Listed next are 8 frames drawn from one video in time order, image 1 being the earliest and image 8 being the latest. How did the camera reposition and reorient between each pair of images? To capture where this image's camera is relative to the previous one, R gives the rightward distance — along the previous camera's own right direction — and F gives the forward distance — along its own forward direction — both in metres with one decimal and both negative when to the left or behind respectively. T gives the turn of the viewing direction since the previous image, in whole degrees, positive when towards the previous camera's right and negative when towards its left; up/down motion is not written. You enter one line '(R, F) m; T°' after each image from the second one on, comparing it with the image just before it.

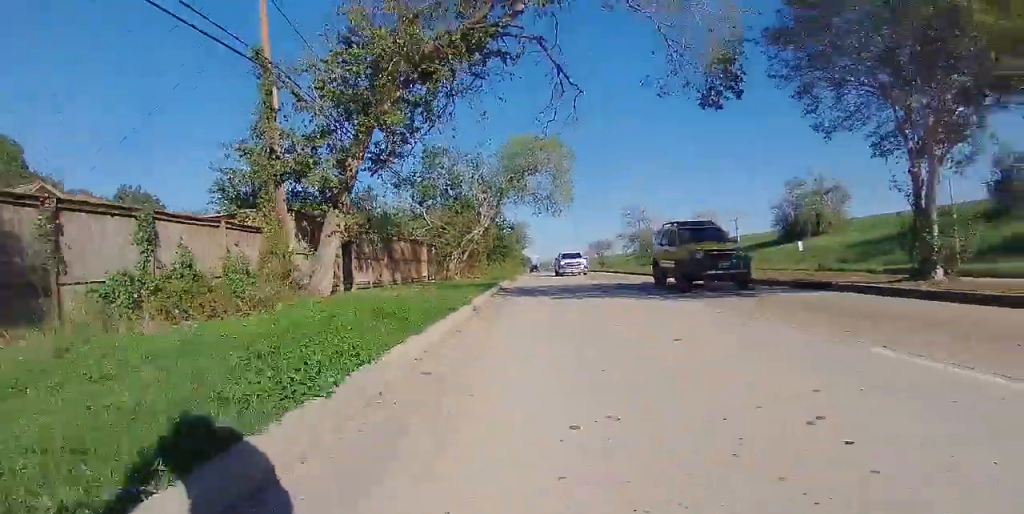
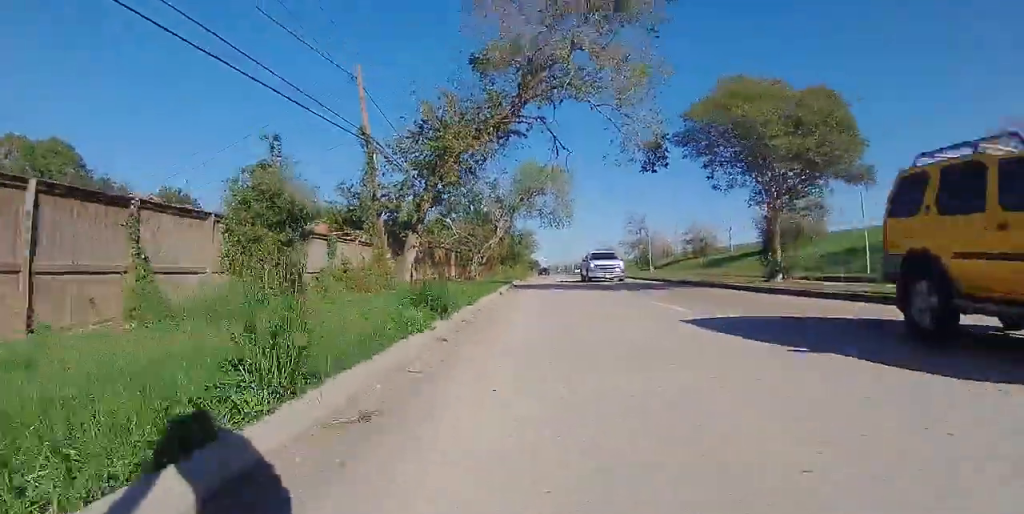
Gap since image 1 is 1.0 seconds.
(-0.2, +8.4) m; 0°
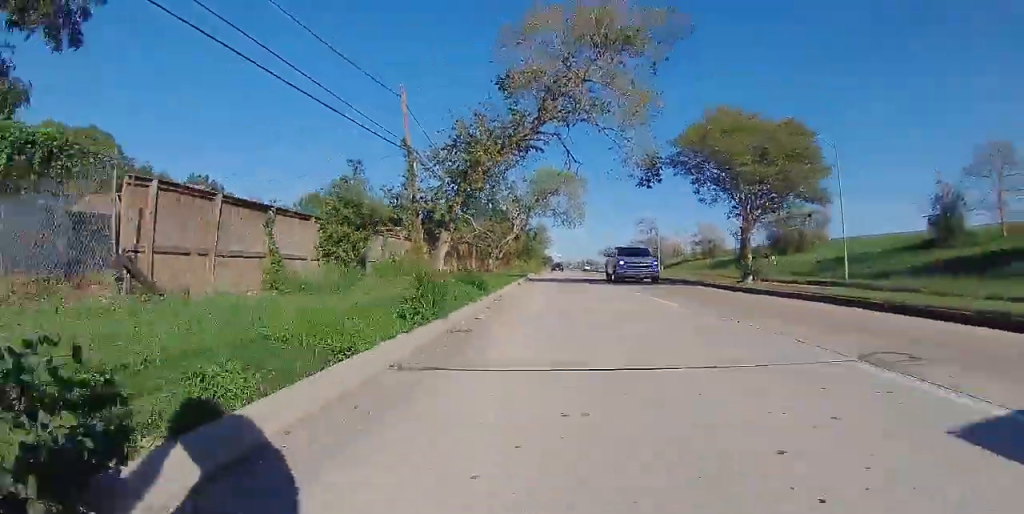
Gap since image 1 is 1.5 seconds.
(0.0, +4.1) m; +1°
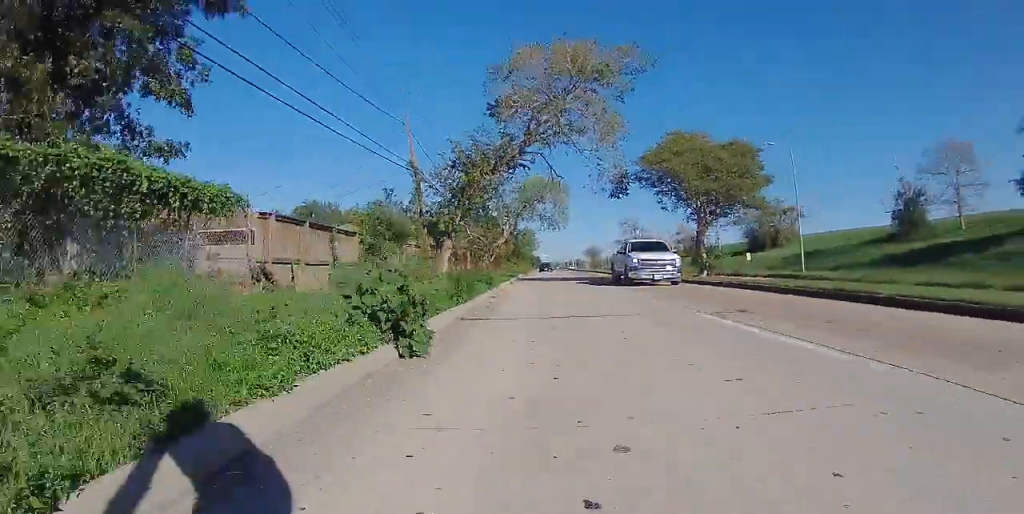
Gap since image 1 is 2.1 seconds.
(+0.2, +4.6) m; 0°
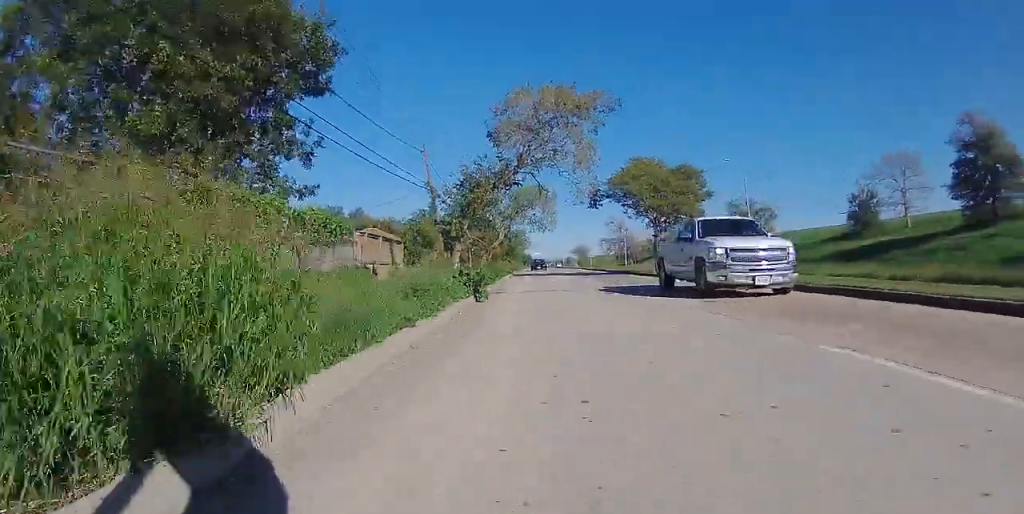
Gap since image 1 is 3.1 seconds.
(-0.2, +7.9) m; +1°
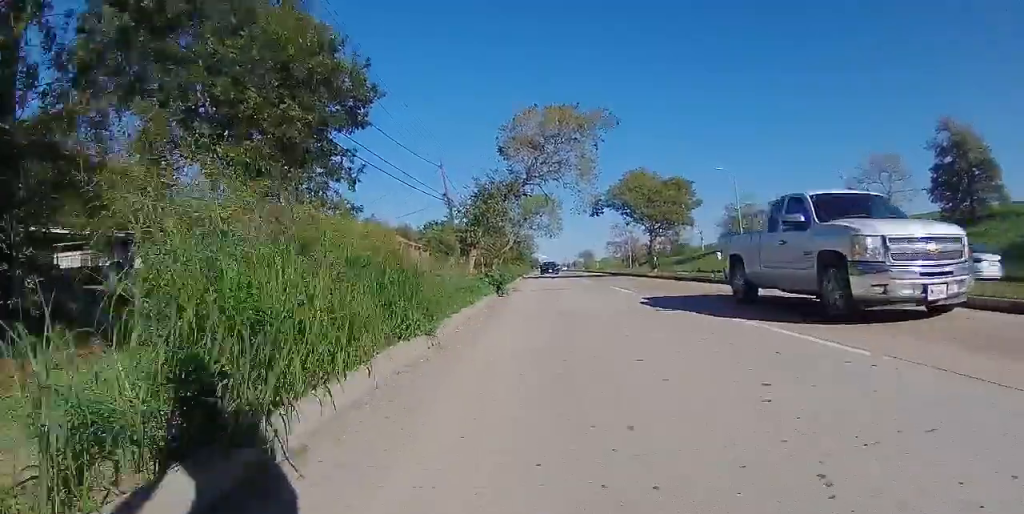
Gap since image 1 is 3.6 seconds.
(0.0, +4.1) m; +1°
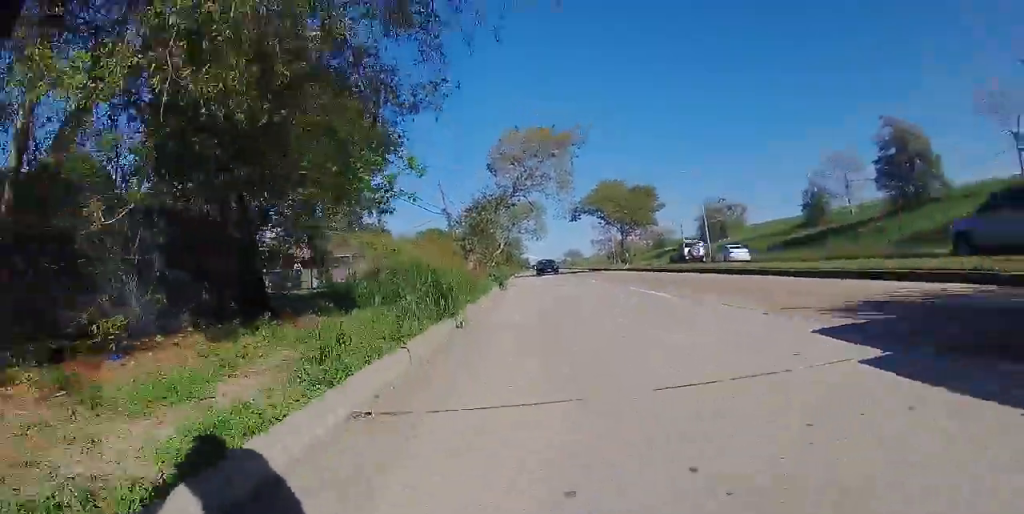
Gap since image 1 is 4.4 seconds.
(+0.4, +6.8) m; +2°
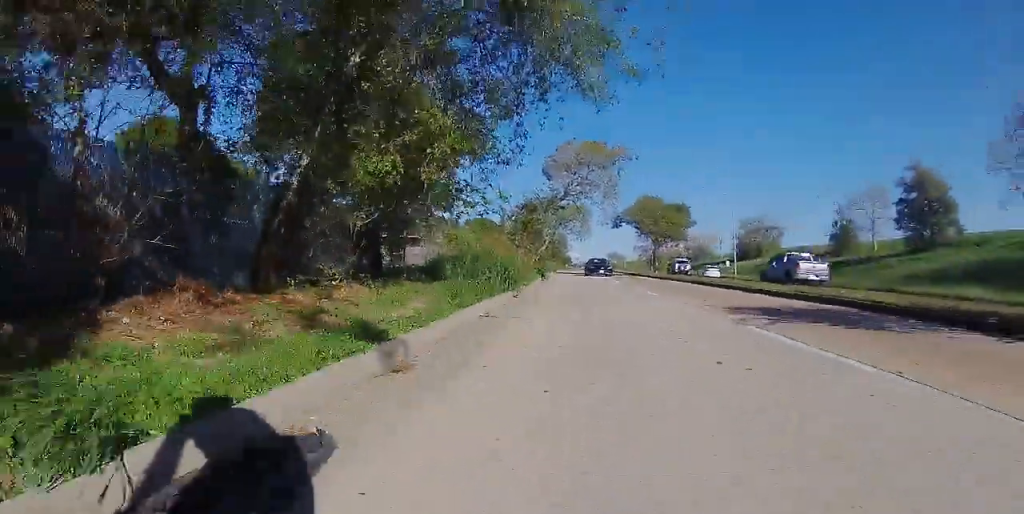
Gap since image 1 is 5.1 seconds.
(-0.1, +5.4) m; -3°
